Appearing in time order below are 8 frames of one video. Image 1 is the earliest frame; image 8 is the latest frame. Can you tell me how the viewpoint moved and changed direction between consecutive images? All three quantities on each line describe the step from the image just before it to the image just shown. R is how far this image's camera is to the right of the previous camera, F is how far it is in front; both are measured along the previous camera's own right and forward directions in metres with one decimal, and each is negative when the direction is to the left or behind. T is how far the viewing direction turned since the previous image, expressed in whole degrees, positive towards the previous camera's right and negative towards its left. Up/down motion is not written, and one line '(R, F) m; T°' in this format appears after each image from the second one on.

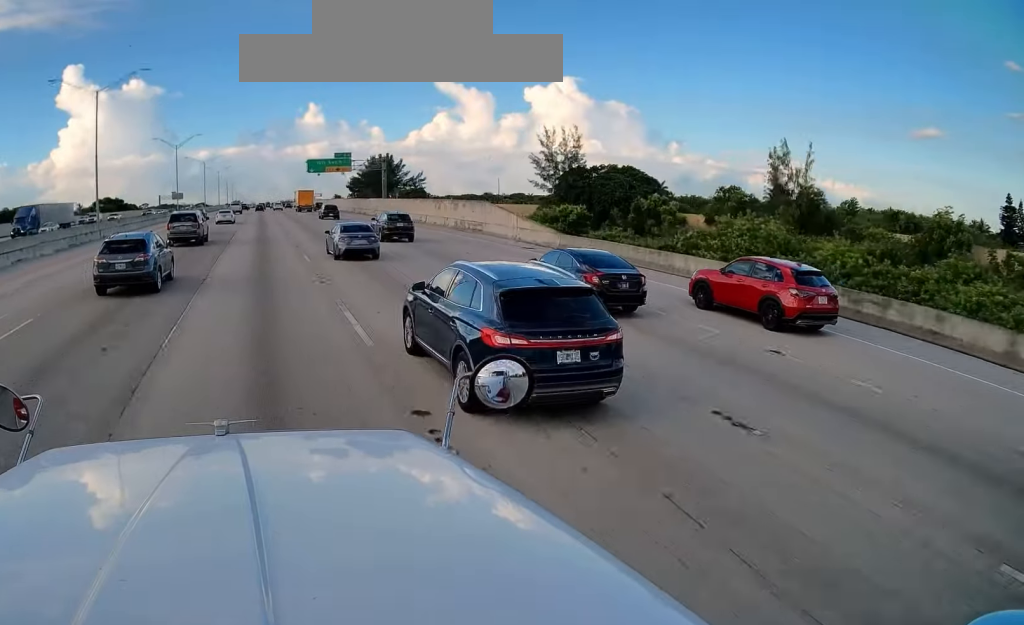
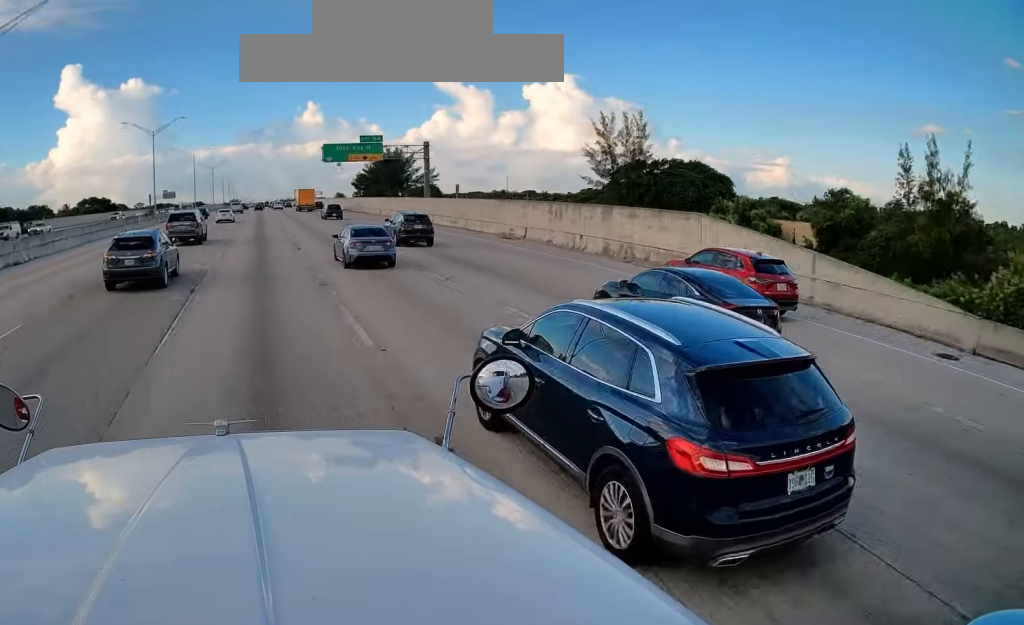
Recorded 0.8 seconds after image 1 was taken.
(+0.2, +23.9) m; 0°
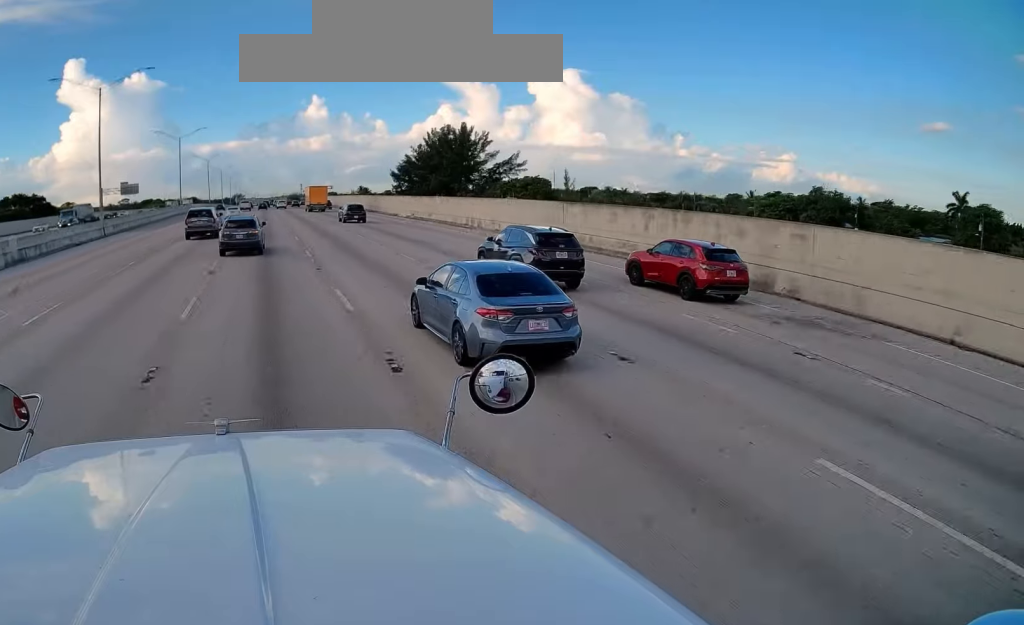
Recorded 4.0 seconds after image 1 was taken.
(-0.2, +96.0) m; 0°
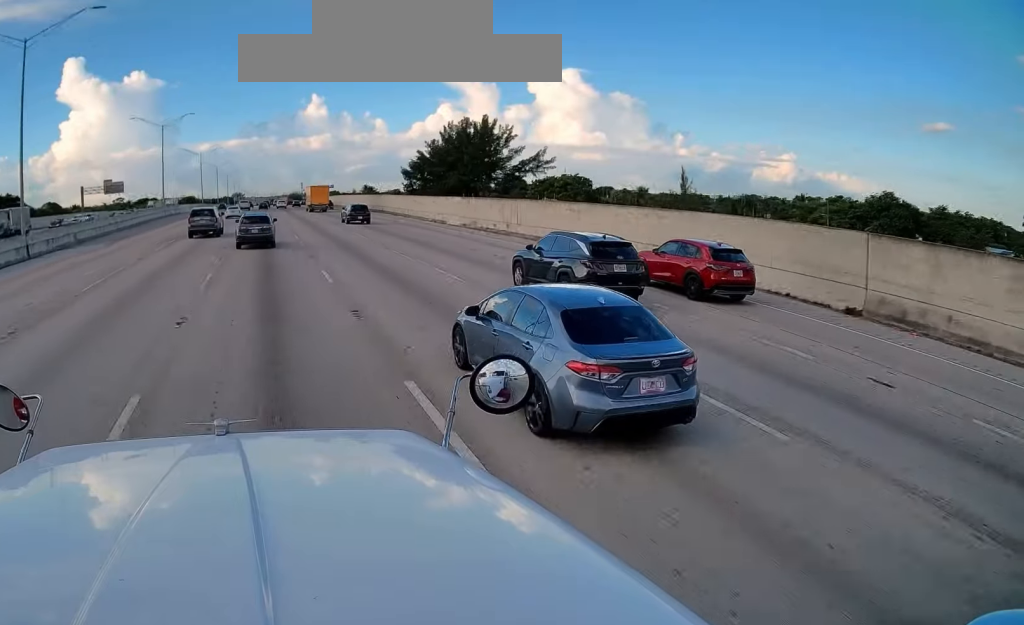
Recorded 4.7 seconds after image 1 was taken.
(+0.1, +20.1) m; 0°
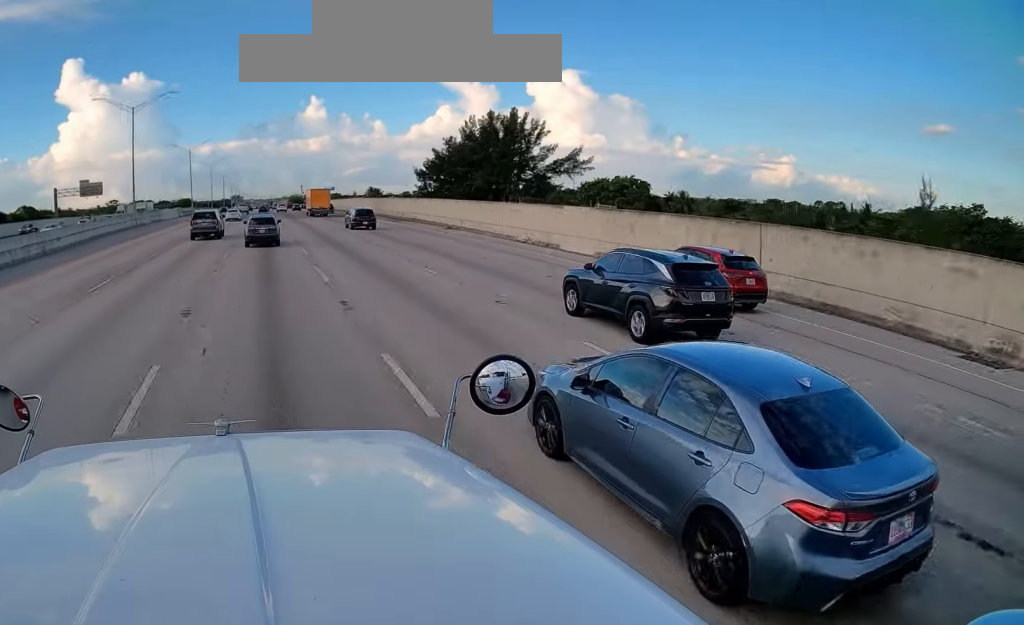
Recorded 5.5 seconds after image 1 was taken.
(0.0, +24.4) m; -1°
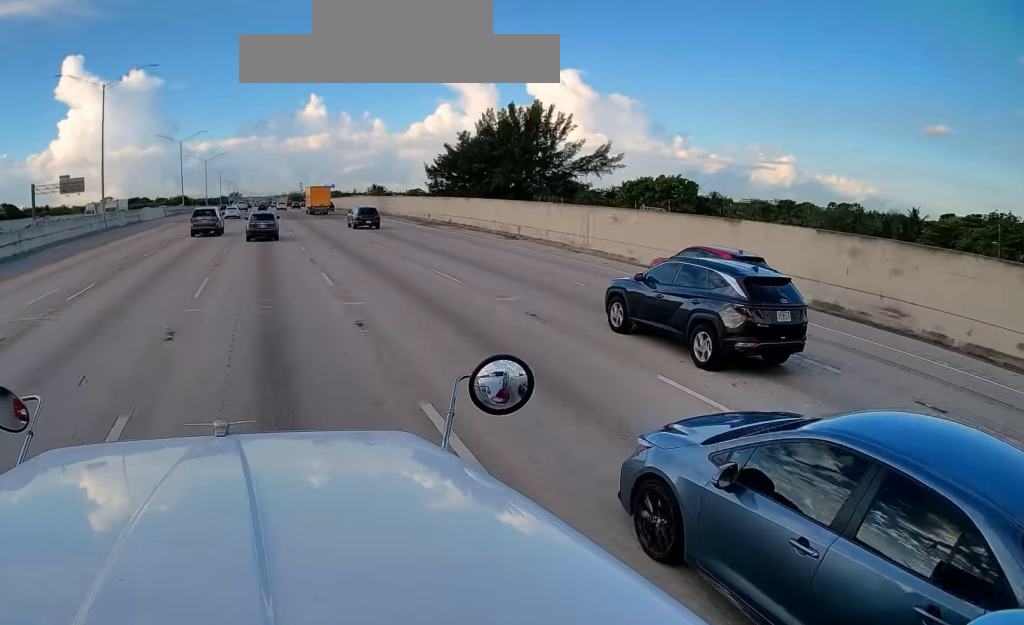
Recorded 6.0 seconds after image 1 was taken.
(-0.3, +15.4) m; 0°
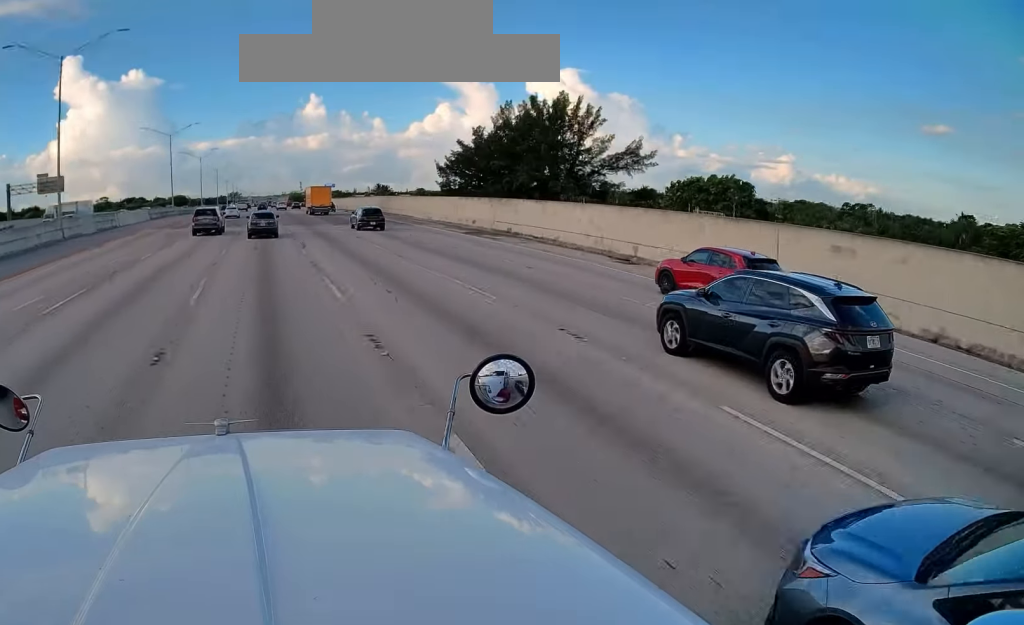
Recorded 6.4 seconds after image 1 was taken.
(0.0, +13.5) m; 0°
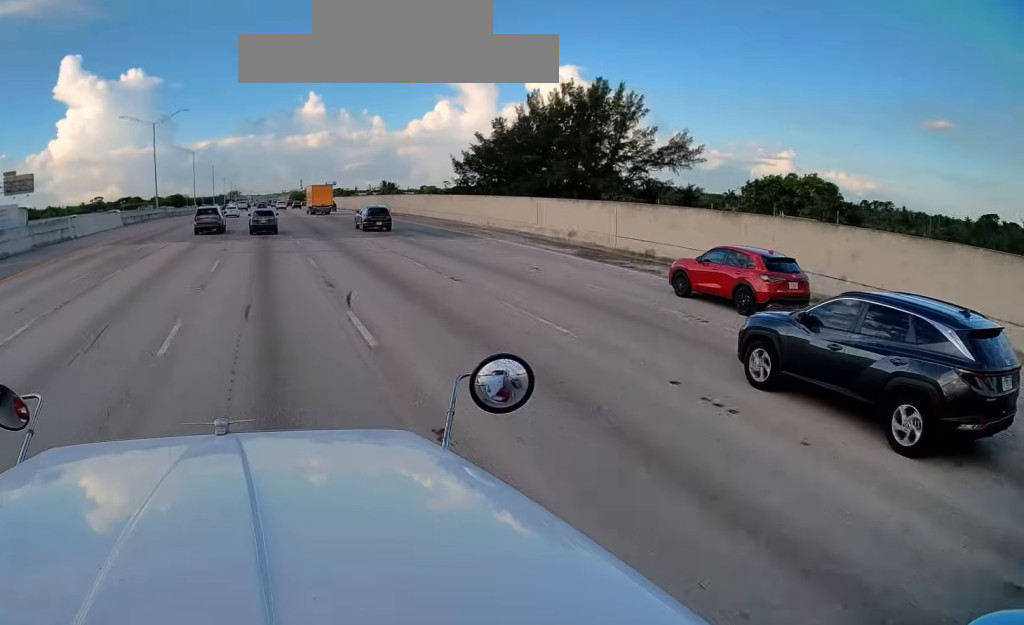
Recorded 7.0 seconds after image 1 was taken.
(+0.1, +17.8) m; +1°
